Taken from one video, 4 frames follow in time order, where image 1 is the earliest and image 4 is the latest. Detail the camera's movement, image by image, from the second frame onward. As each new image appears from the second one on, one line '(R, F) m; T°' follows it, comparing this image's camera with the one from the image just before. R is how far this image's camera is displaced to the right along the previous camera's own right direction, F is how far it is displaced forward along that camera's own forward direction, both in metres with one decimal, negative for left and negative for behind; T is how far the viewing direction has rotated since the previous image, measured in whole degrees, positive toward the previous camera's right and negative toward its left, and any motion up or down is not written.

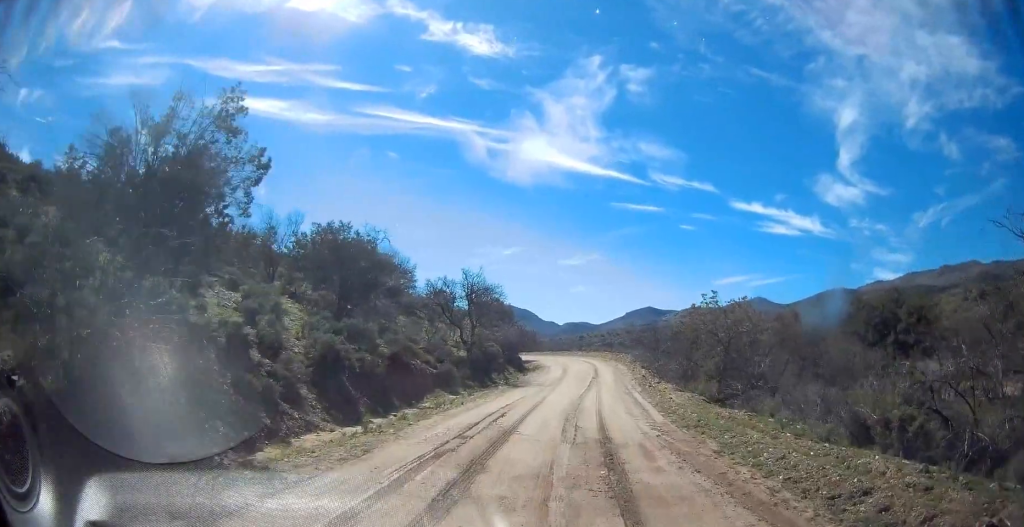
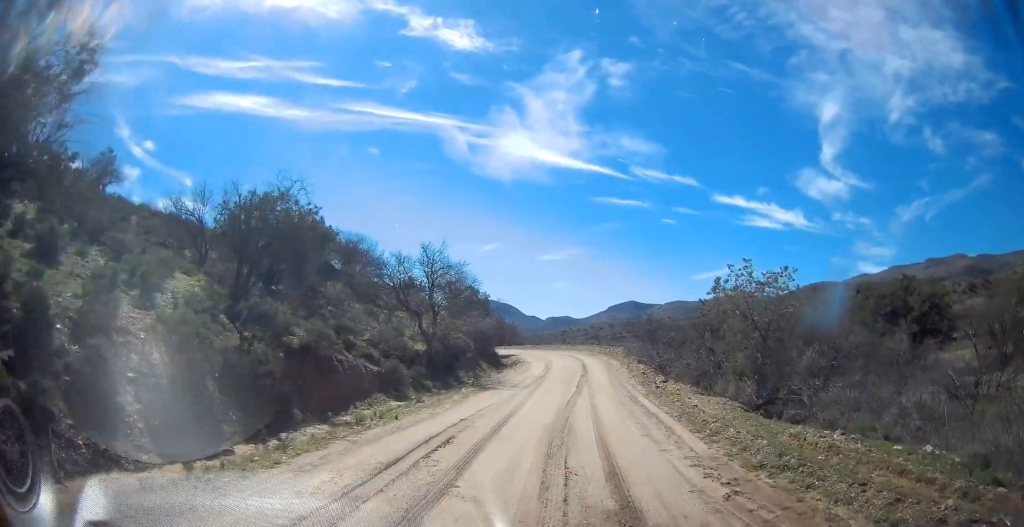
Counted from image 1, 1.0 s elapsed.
(+0.1, +5.7) m; -2°
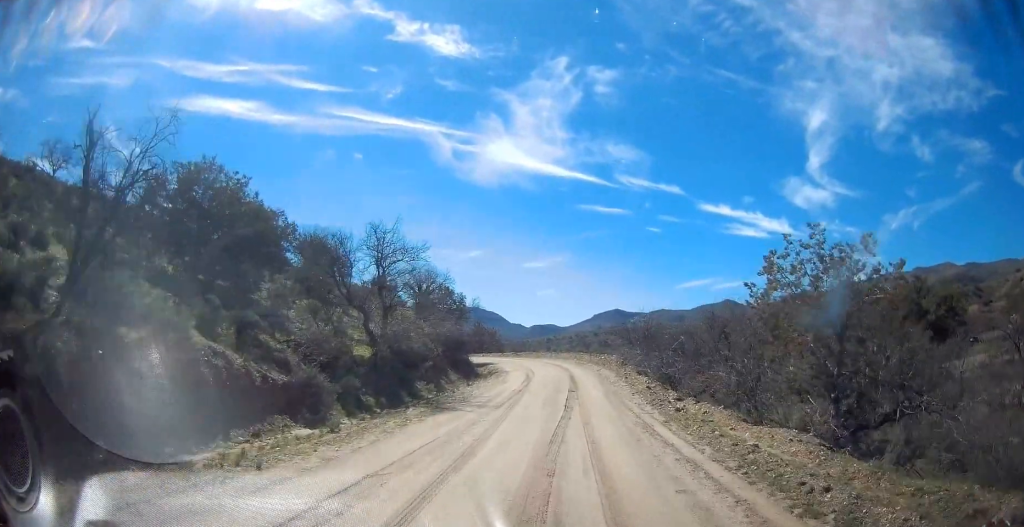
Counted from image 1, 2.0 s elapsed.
(-0.2, +5.1) m; -2°
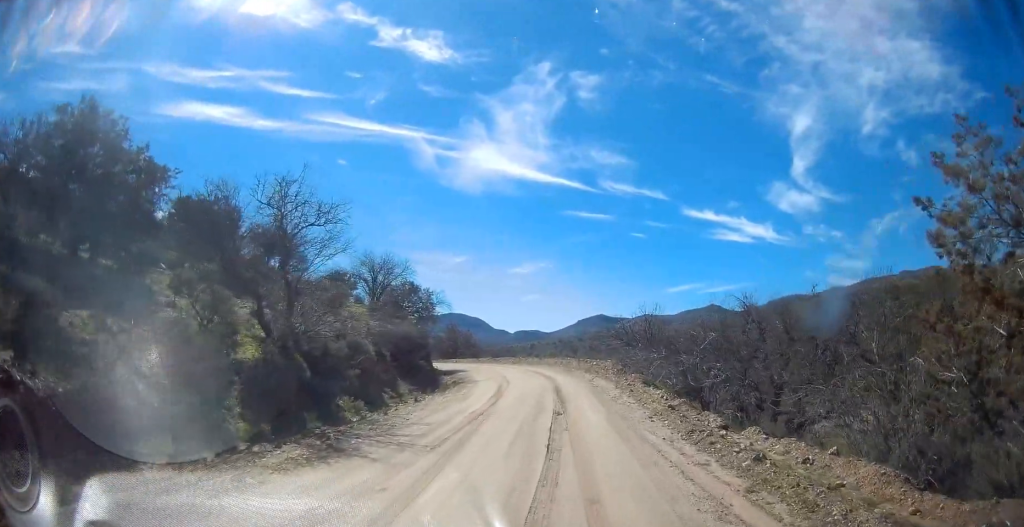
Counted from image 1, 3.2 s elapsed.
(+0.3, +5.9) m; +9°
